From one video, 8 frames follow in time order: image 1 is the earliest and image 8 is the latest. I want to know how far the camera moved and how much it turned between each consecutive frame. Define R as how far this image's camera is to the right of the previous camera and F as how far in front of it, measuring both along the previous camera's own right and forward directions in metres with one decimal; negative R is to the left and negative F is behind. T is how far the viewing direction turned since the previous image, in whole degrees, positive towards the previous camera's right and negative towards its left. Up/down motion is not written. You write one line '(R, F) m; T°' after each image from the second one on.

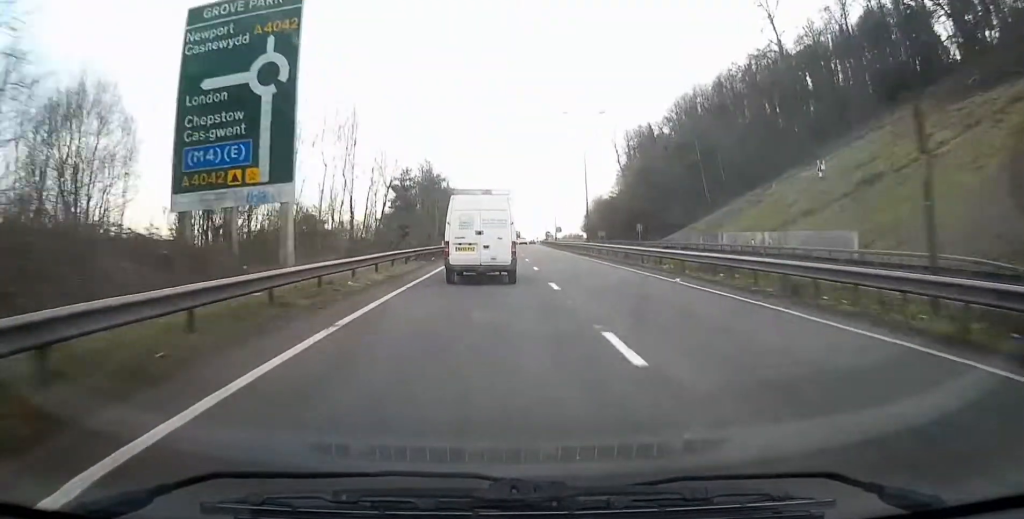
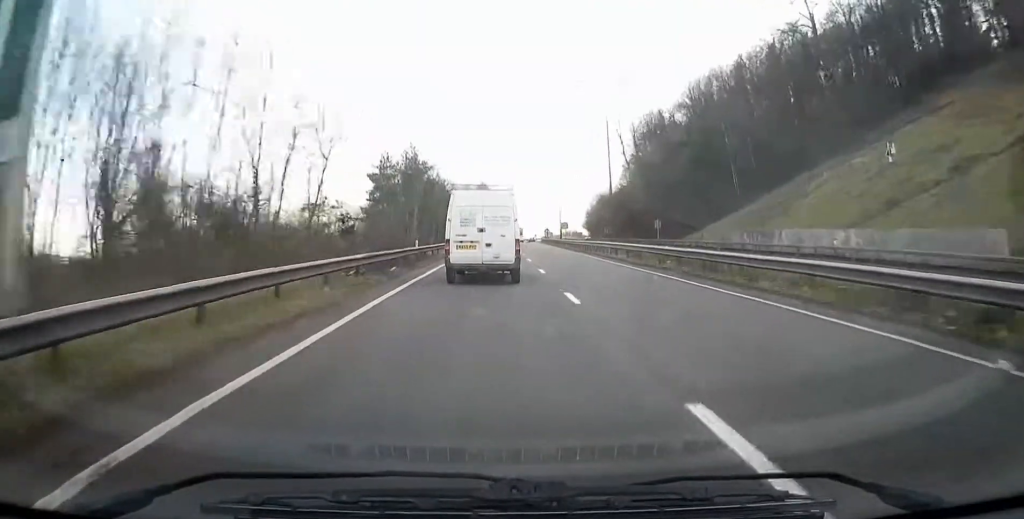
(0.0, +12.8) m; 0°
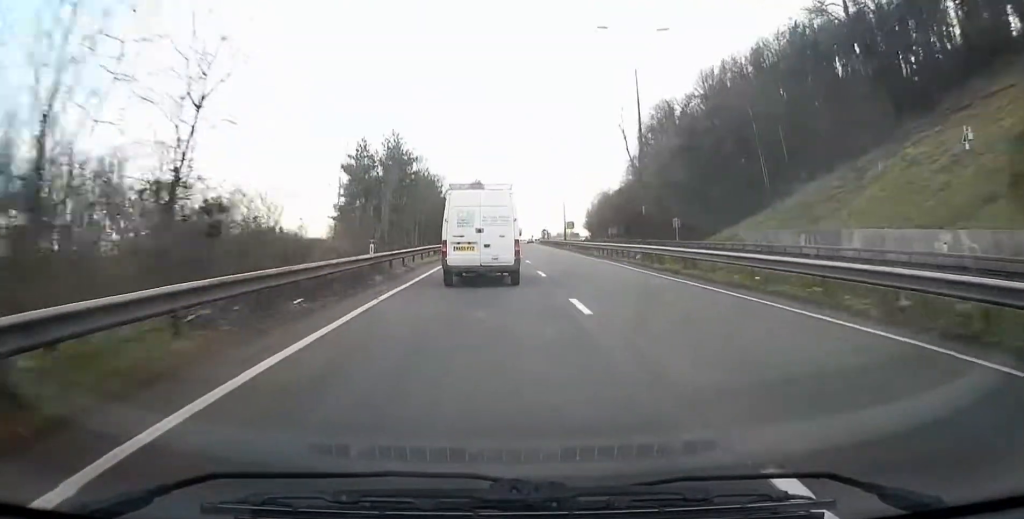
(+0.1, +10.5) m; 0°
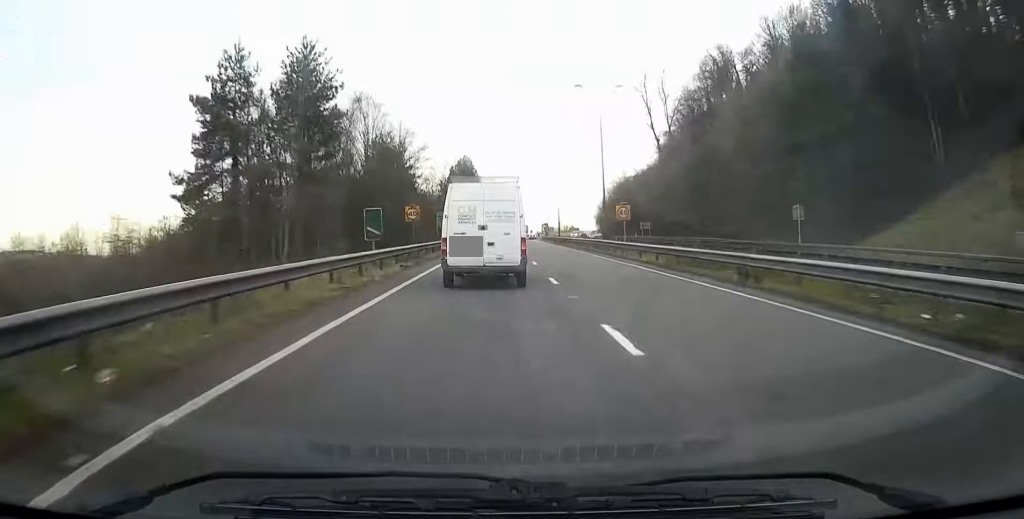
(+0.3, +31.3) m; +1°
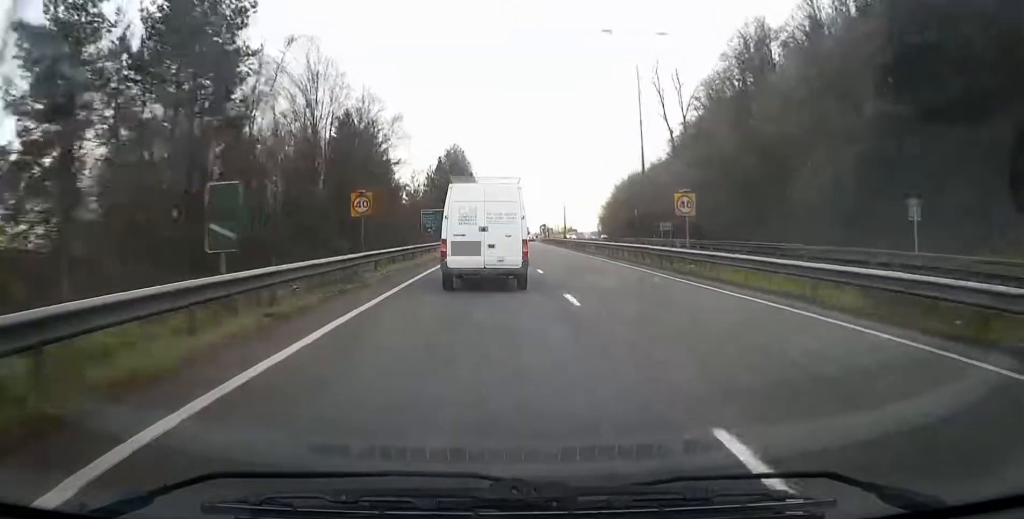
(0.0, +13.8) m; 0°
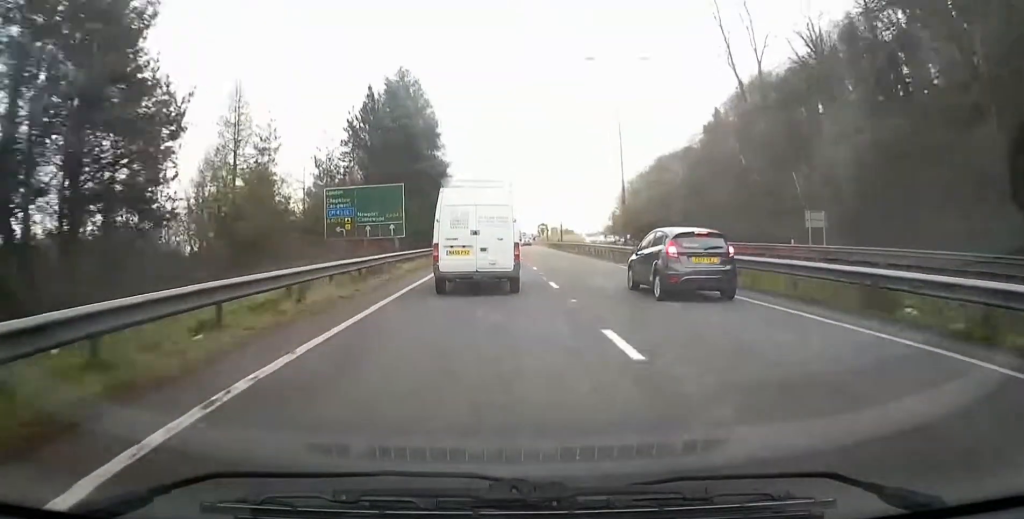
(+0.3, +41.3) m; +1°
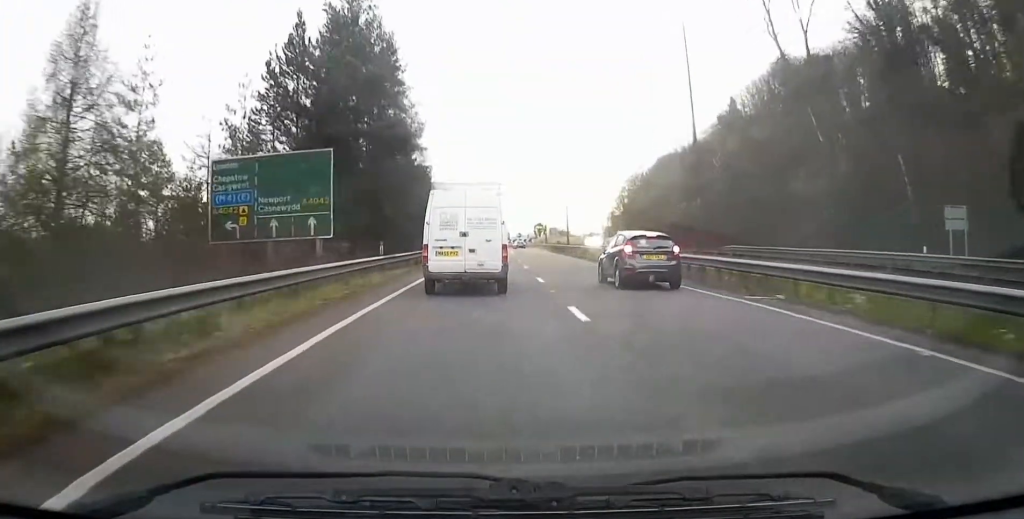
(+0.1, +15.1) m; 0°
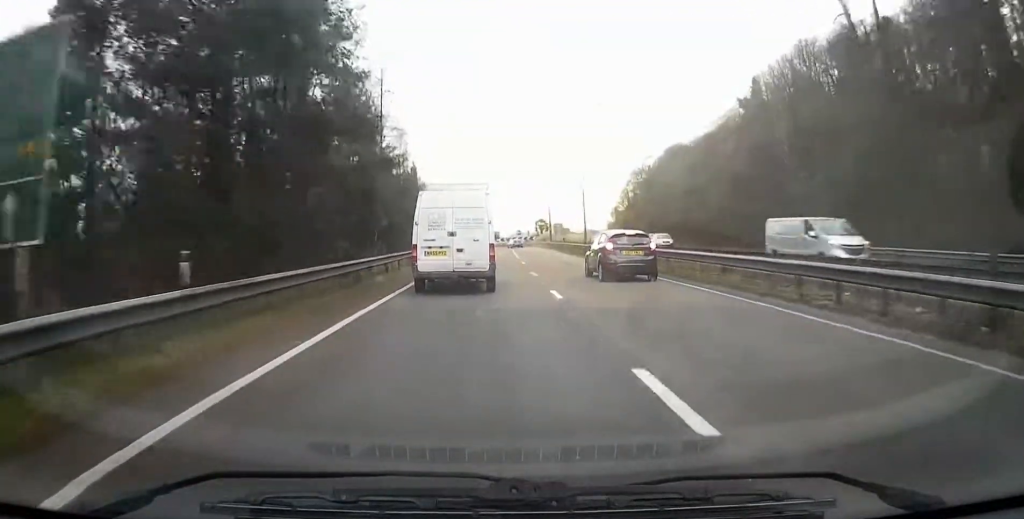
(+0.1, +14.8) m; +1°
